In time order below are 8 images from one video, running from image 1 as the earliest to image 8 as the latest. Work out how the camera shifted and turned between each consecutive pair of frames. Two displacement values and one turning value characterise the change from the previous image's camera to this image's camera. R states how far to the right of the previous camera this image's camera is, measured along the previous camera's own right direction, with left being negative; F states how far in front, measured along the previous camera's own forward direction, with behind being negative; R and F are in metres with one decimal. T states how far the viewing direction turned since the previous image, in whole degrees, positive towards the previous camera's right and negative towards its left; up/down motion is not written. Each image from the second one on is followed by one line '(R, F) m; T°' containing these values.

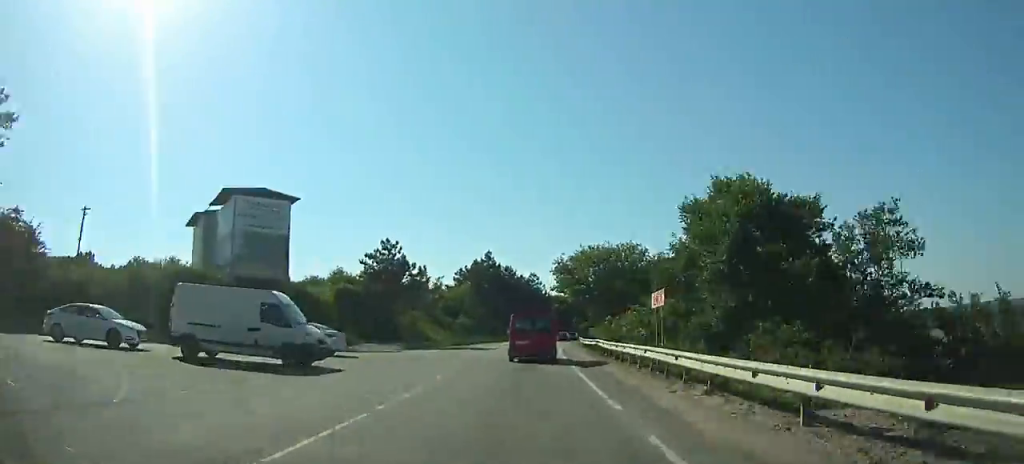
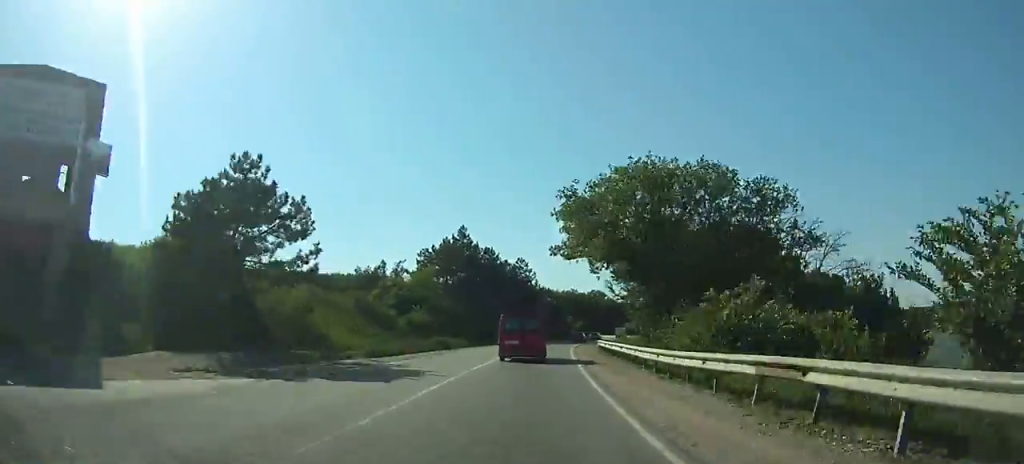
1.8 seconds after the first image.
(+0.3, +28.1) m; +2°
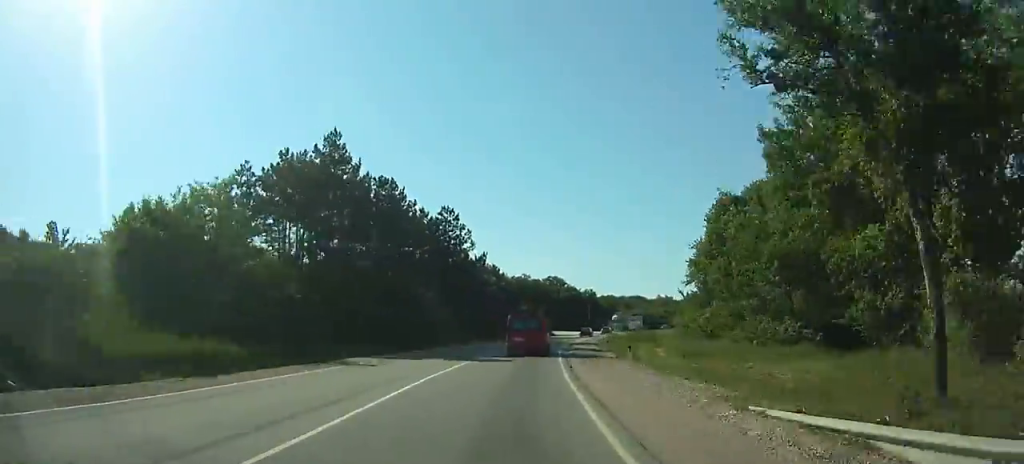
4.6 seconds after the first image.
(+1.1, +41.1) m; +4°
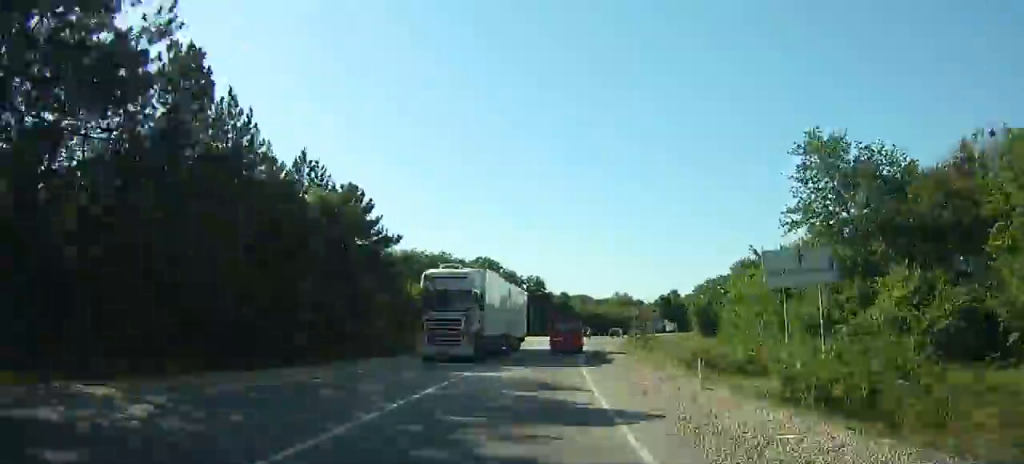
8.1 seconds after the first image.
(+3.4, +50.3) m; +7°
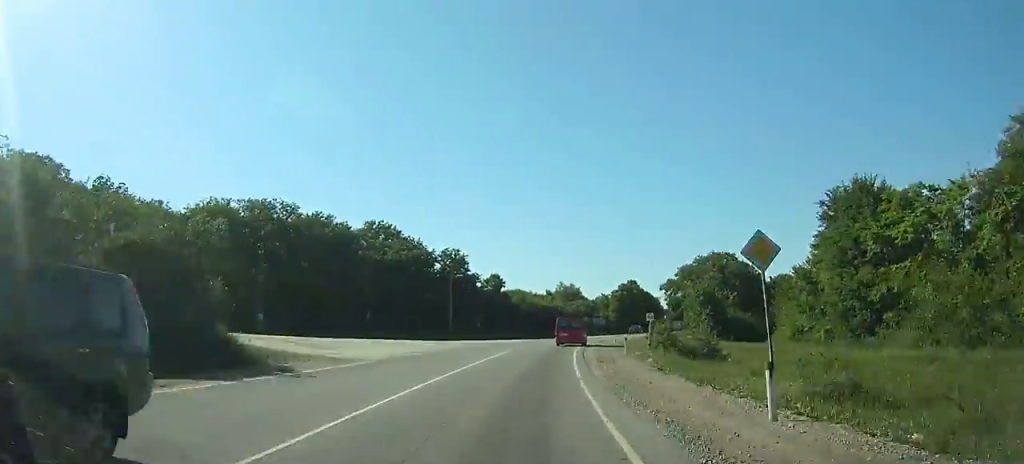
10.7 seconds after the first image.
(+1.9, +39.2) m; +6°
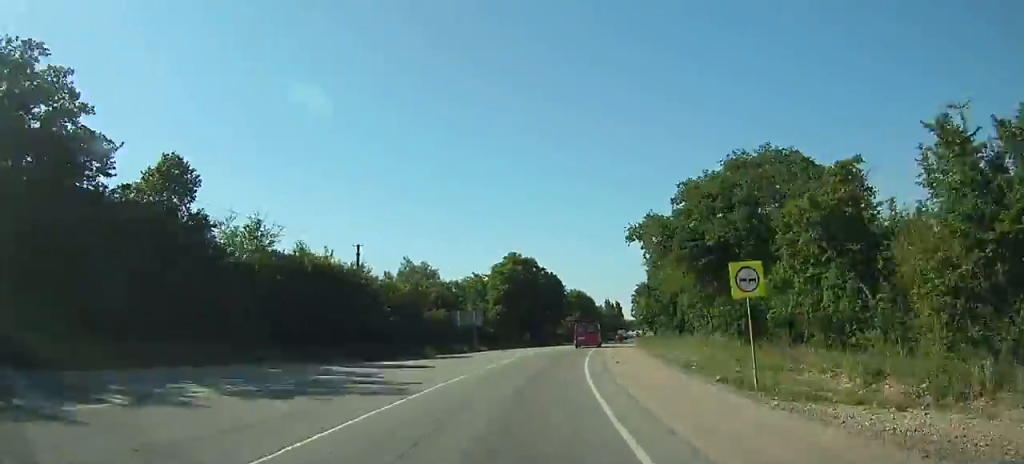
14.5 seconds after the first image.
(+5.7, +62.7) m; +11°
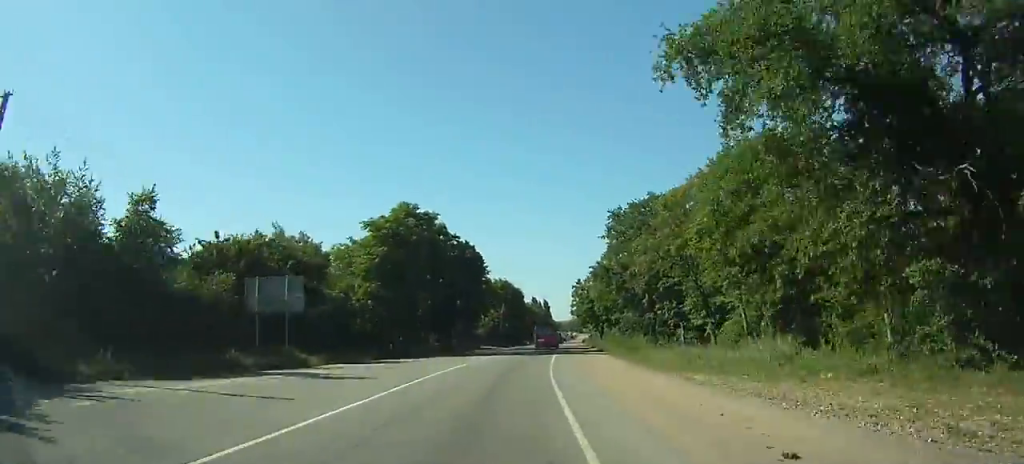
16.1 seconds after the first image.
(+0.6, +27.5) m; +5°
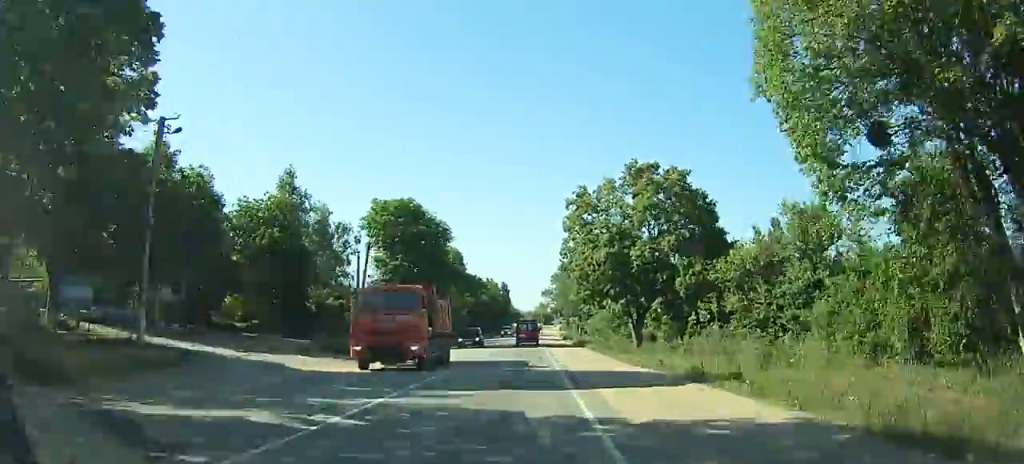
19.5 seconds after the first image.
(+4.2, +59.4) m; +5°
